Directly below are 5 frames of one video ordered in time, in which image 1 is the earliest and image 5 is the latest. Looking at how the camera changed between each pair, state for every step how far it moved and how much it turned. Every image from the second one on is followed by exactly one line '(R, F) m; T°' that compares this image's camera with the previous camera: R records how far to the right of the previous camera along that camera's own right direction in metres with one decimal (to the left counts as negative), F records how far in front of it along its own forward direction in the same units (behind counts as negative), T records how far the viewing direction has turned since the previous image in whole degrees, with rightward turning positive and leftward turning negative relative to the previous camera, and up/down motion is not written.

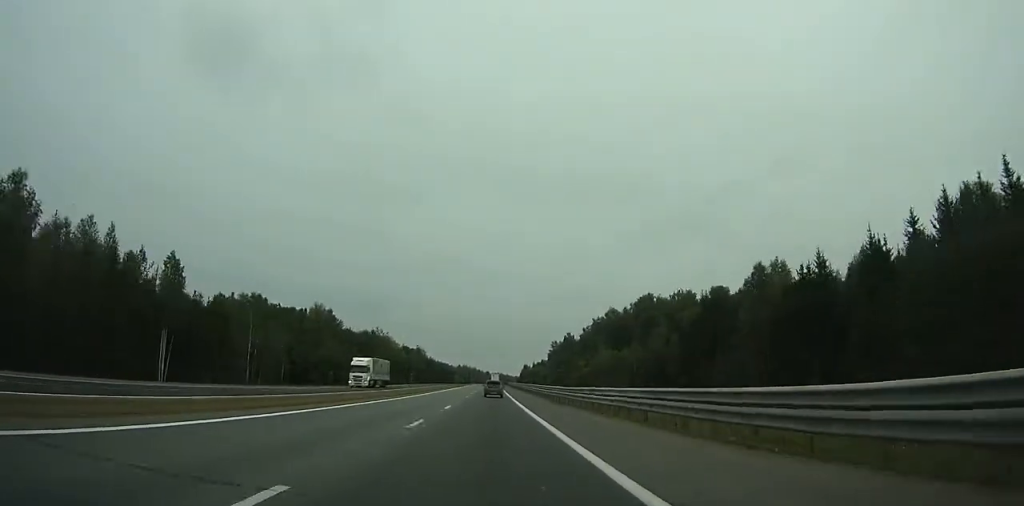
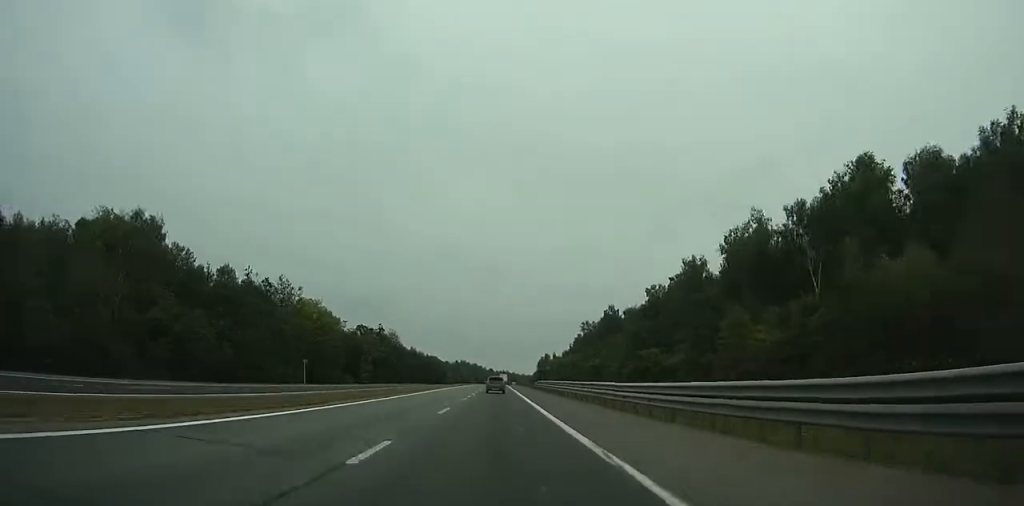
(+0.6, +102.6) m; 0°
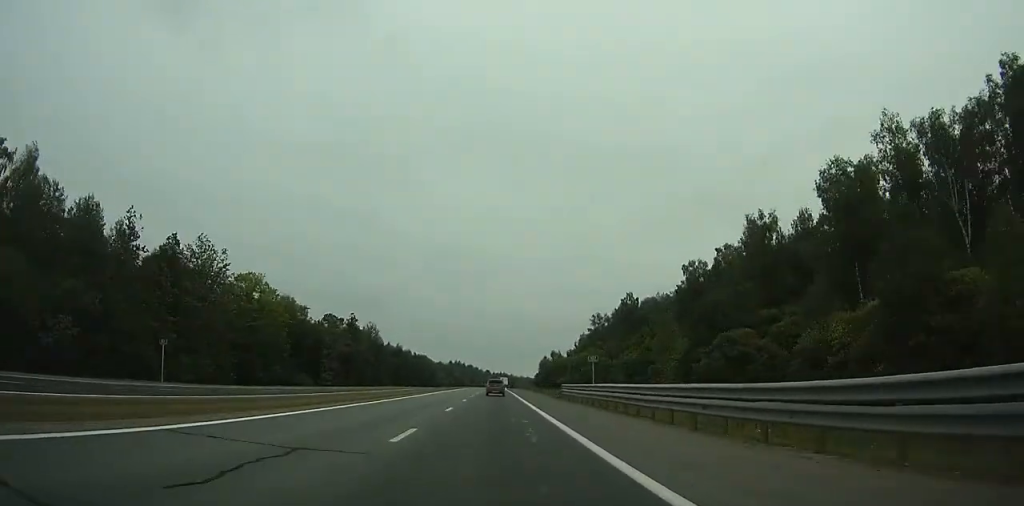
(0.0, +31.9) m; 0°
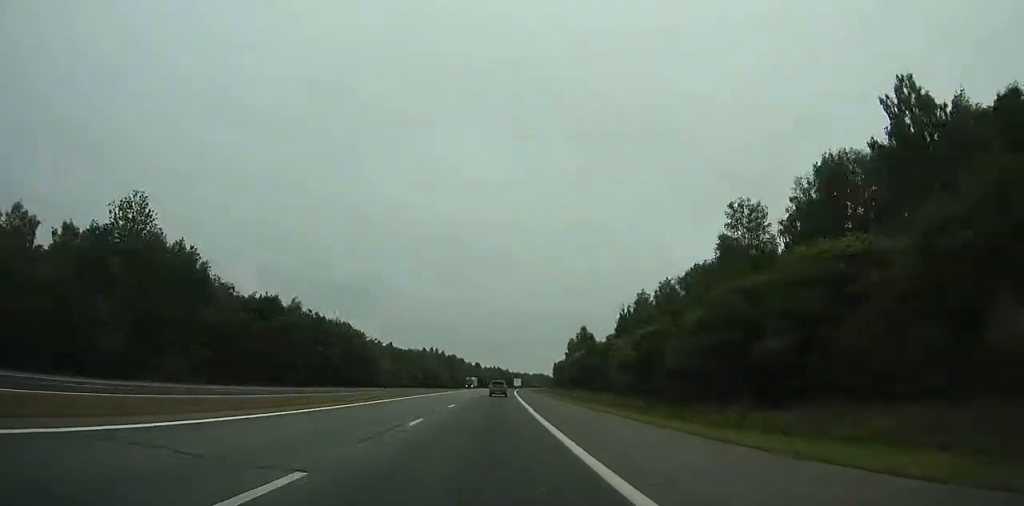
(+0.2, +127.2) m; 0°
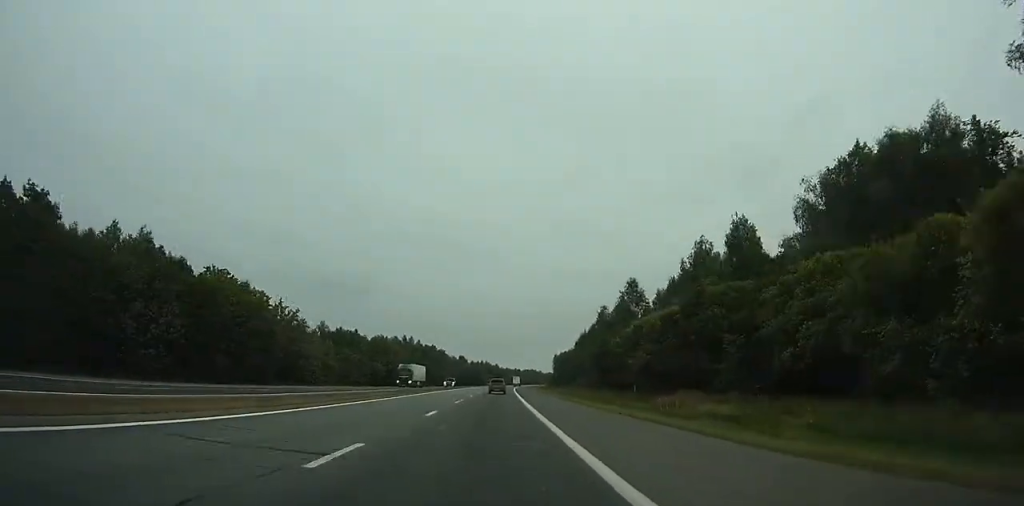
(0.0, +56.5) m; +1°
